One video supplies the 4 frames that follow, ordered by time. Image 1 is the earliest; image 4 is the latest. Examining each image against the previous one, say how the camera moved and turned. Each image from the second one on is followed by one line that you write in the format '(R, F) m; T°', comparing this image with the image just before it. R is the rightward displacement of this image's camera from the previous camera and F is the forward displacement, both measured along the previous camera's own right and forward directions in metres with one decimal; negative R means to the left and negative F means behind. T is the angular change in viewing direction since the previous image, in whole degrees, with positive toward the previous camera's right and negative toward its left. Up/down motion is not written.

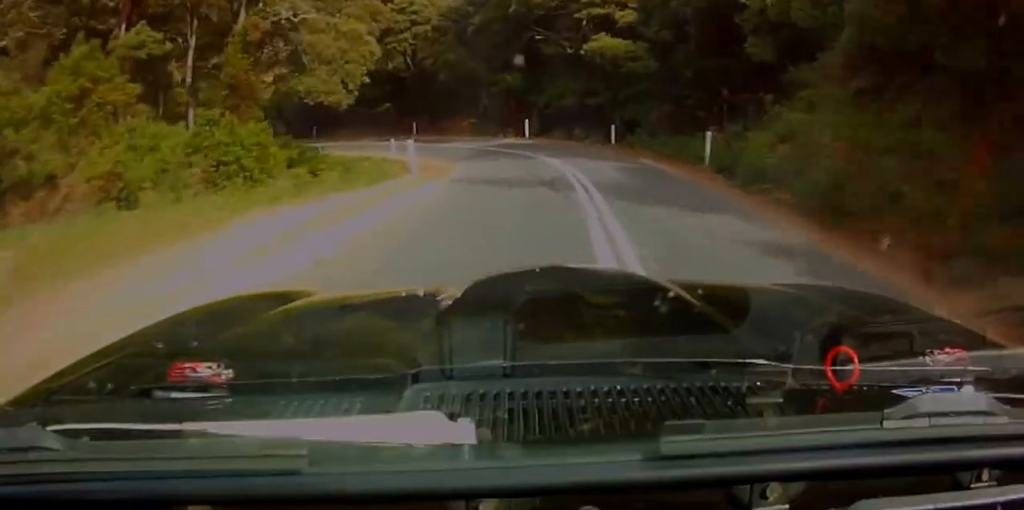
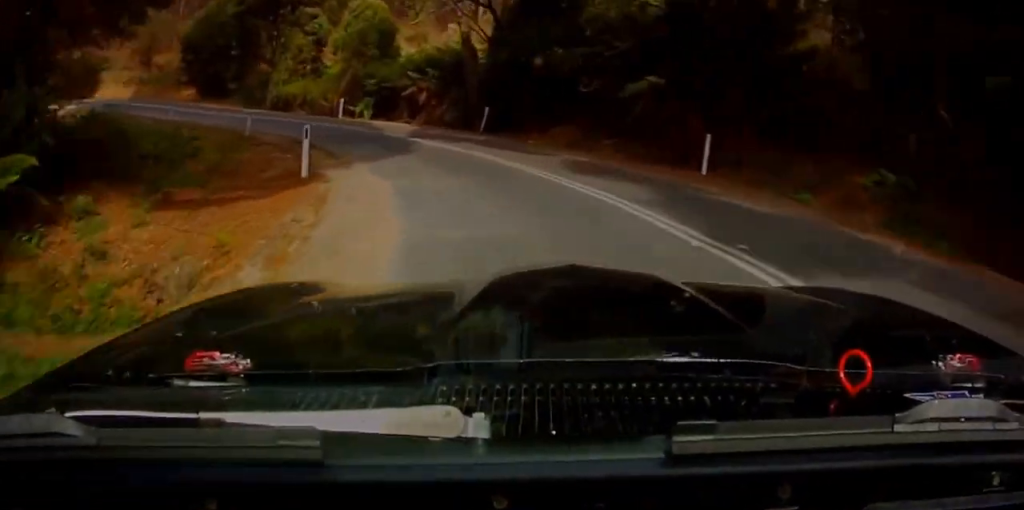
(0.0, +48.3) m; 0°
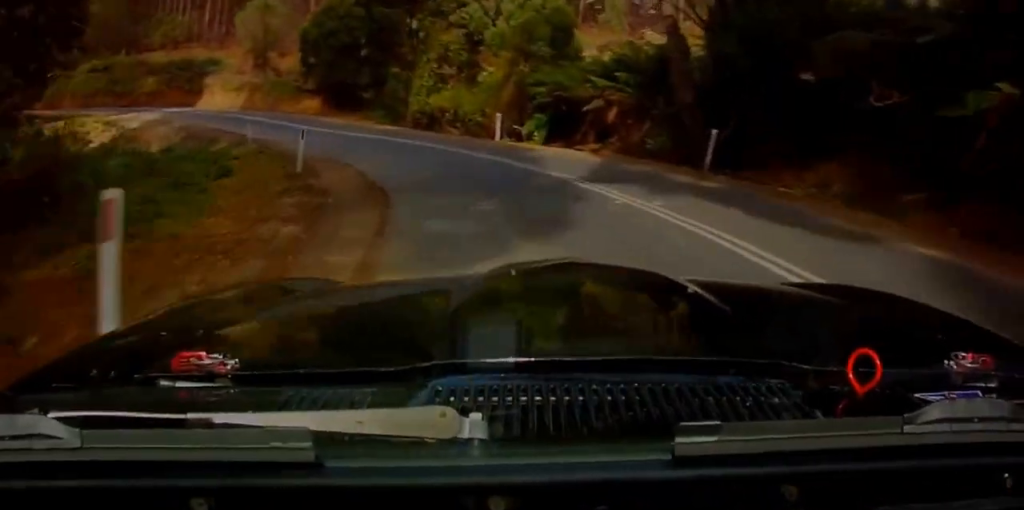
(0.0, +12.9) m; 0°
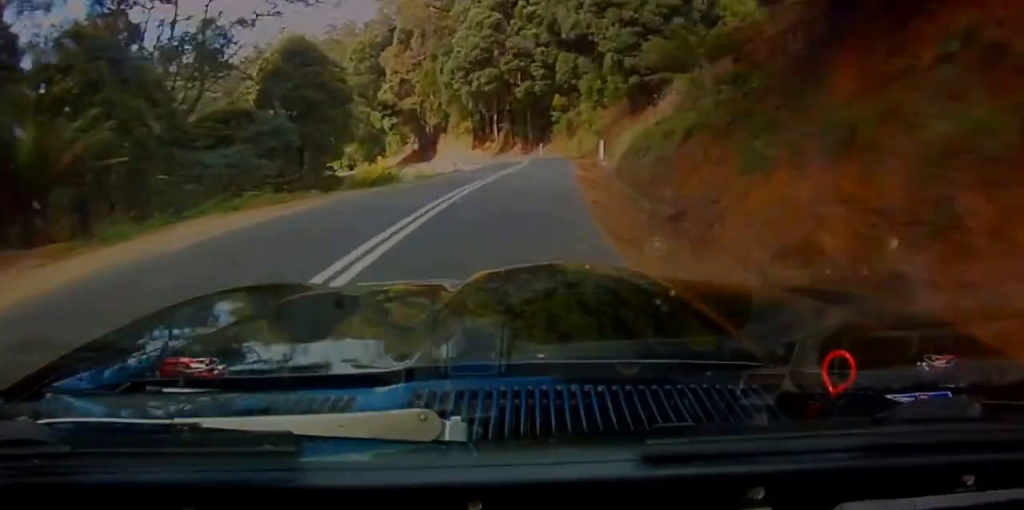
(-31.0, +31.6) m; -103°
